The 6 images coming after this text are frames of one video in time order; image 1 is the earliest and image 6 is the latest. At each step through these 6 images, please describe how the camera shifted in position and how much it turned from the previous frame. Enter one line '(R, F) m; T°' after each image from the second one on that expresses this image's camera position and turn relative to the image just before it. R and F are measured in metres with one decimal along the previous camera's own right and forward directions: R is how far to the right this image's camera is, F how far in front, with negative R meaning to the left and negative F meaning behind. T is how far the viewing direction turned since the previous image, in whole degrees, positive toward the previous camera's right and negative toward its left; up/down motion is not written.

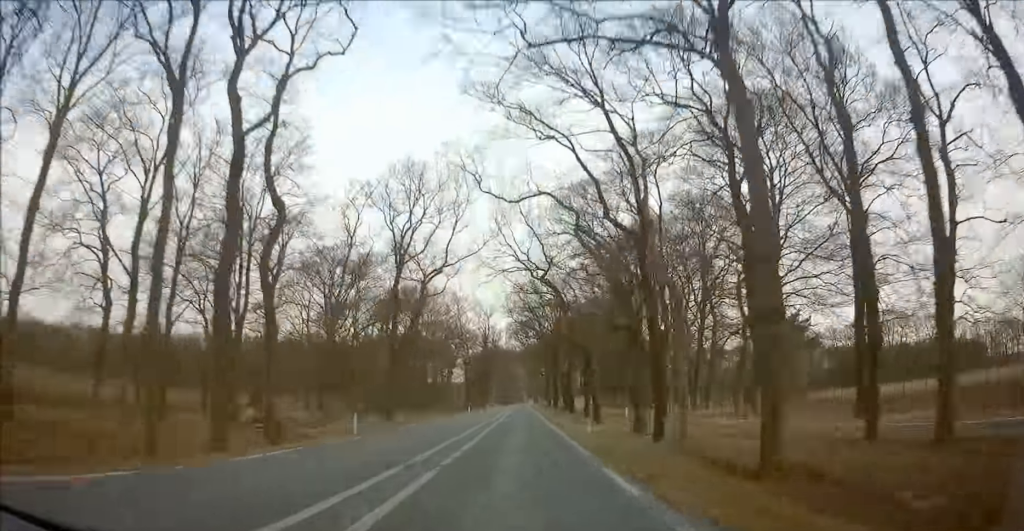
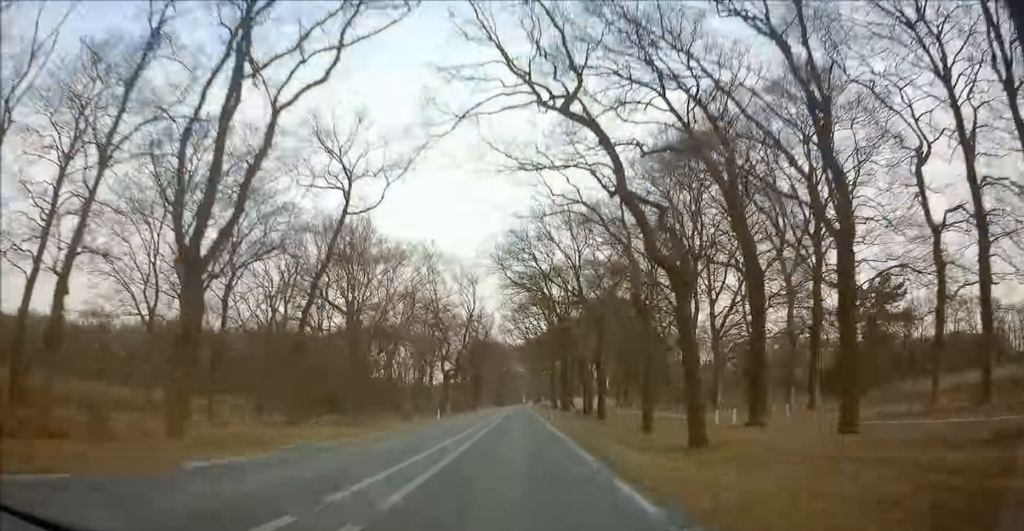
(+0.1, +25.7) m; 0°
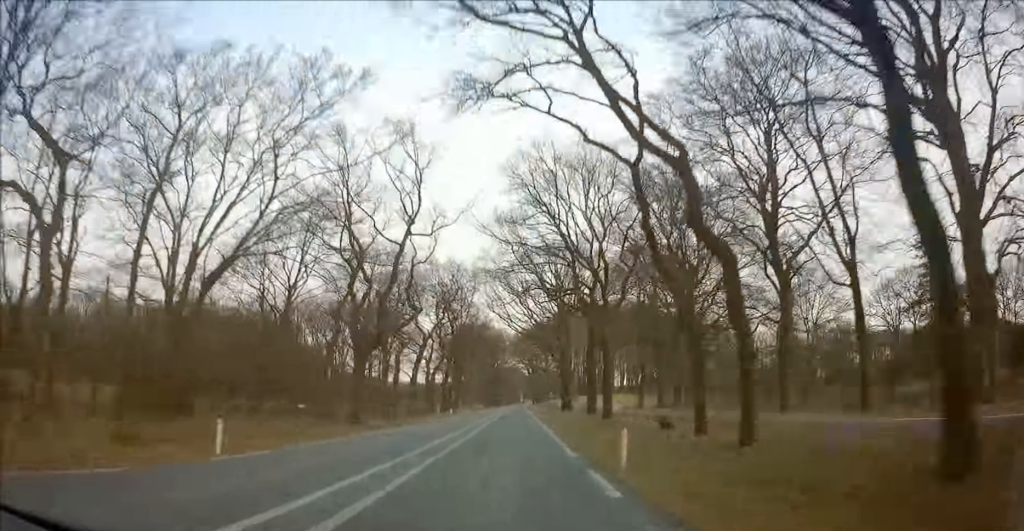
(-0.1, +35.4) m; 0°
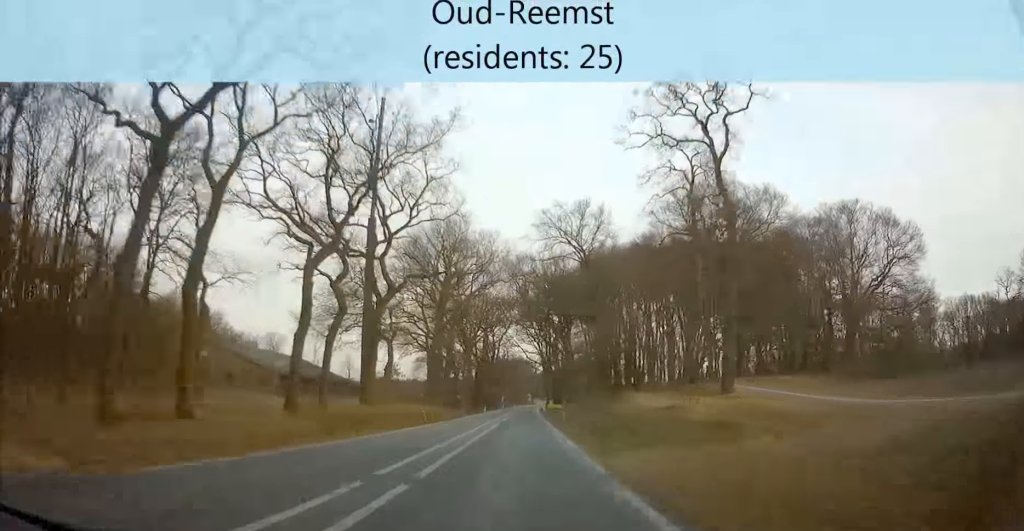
(-0.3, +75.7) m; 0°
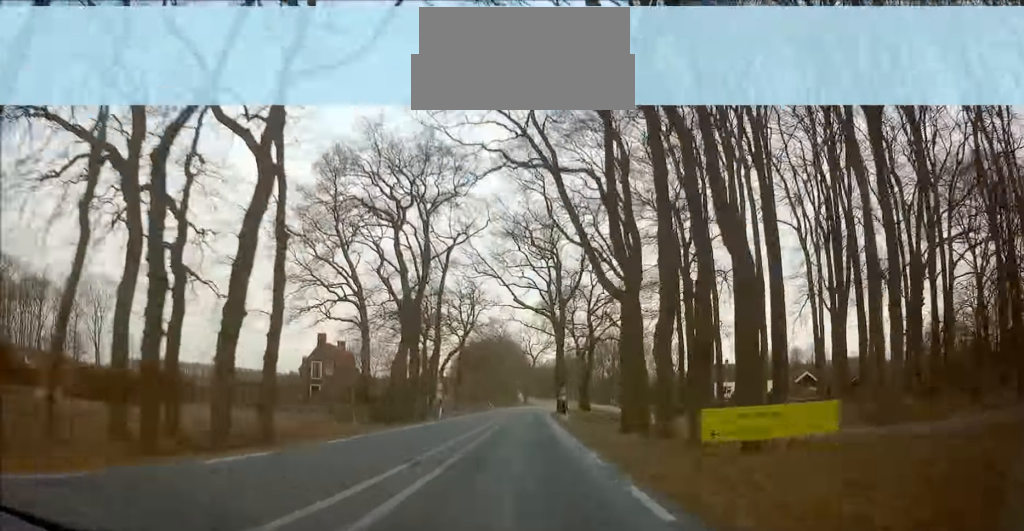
(-0.1, +90.2) m; +1°
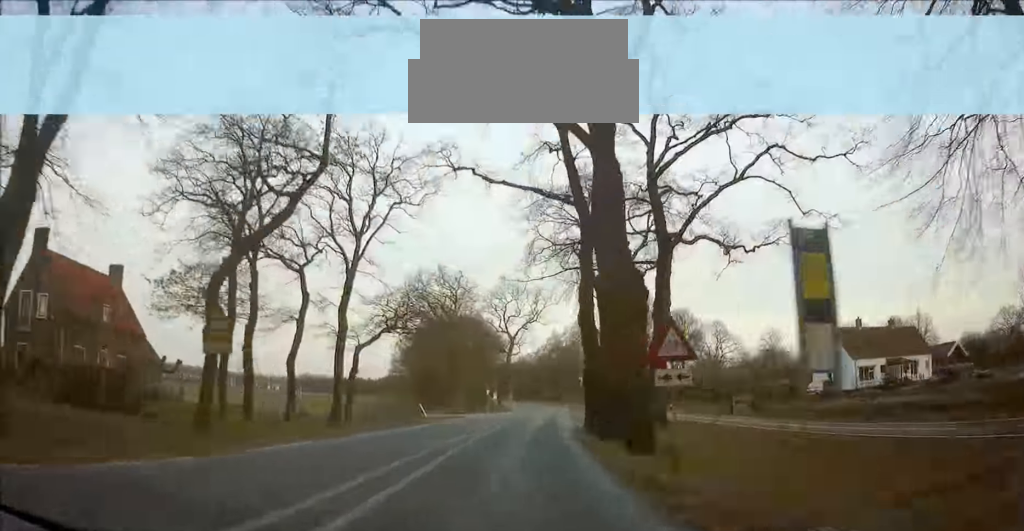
(+0.7, +51.4) m; +2°
